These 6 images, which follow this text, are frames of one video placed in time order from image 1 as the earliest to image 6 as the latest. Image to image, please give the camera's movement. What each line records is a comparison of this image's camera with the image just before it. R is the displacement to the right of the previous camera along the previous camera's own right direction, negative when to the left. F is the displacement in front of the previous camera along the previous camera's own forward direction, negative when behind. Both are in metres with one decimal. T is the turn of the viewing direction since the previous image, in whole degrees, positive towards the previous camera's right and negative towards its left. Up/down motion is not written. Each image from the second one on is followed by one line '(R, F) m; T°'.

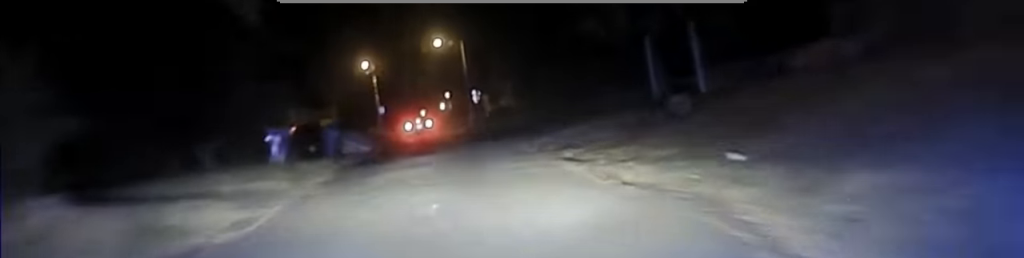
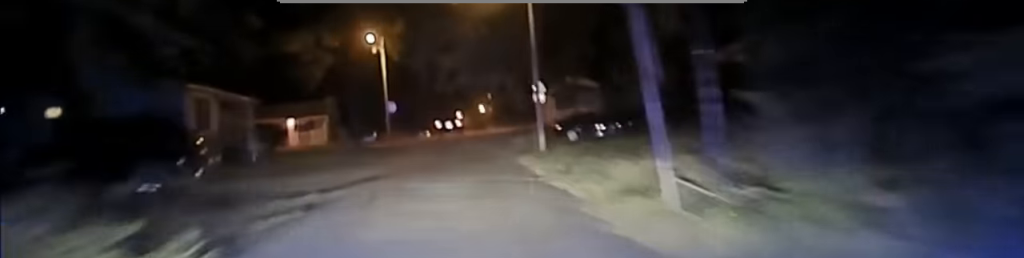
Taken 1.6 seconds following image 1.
(0.0, +32.8) m; 0°
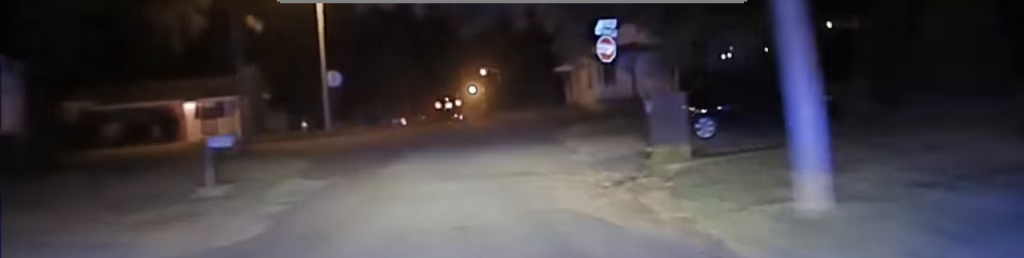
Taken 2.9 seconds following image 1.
(+0.1, +27.5) m; +1°
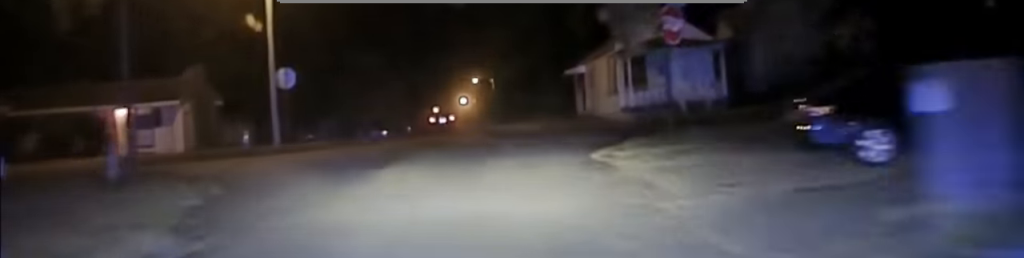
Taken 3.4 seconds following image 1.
(0.0, +10.2) m; 0°
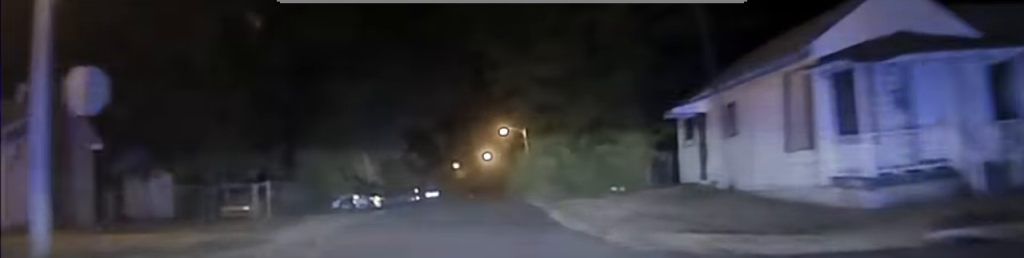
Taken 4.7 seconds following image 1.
(-0.3, +20.3) m; -1°
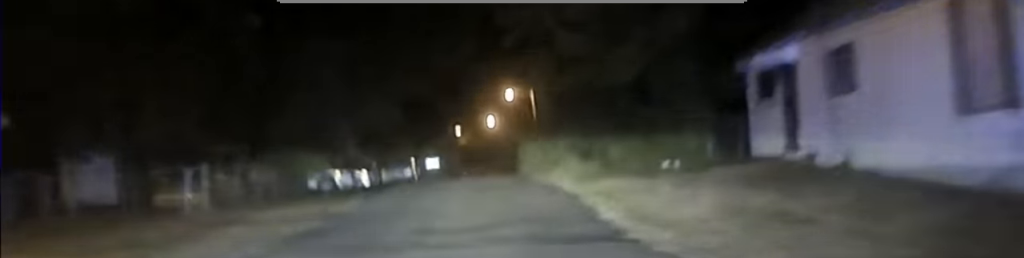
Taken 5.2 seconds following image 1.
(-0.2, +6.6) m; 0°
